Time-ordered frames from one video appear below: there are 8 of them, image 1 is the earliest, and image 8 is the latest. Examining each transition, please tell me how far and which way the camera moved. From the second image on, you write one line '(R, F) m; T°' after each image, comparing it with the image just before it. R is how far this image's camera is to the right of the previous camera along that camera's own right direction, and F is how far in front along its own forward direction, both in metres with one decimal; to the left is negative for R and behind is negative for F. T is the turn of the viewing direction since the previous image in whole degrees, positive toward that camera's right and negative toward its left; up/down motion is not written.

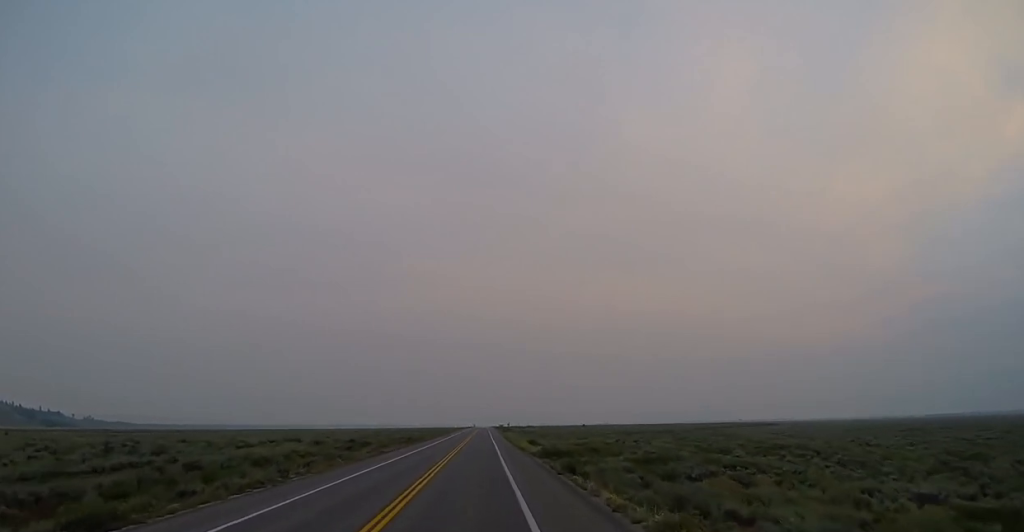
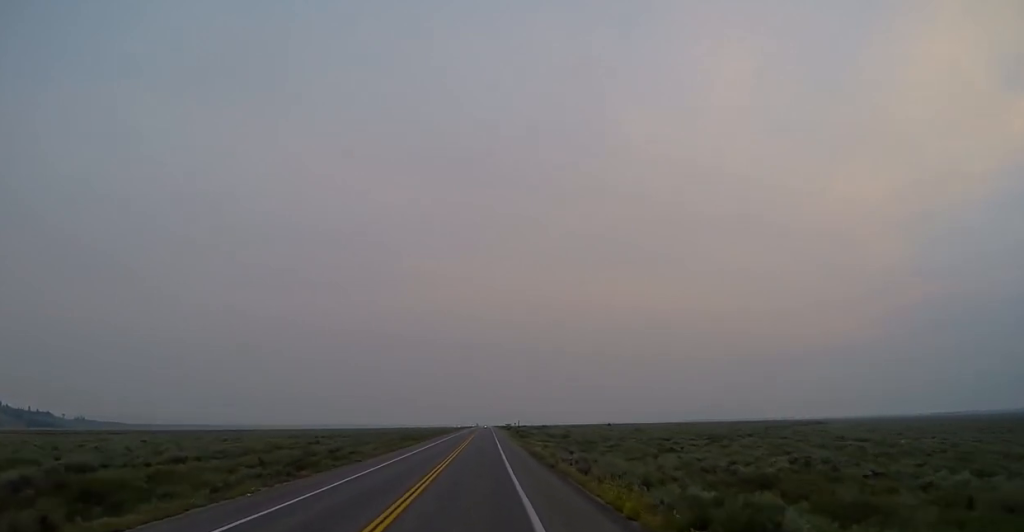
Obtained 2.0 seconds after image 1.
(+0.3, +50.9) m; +1°
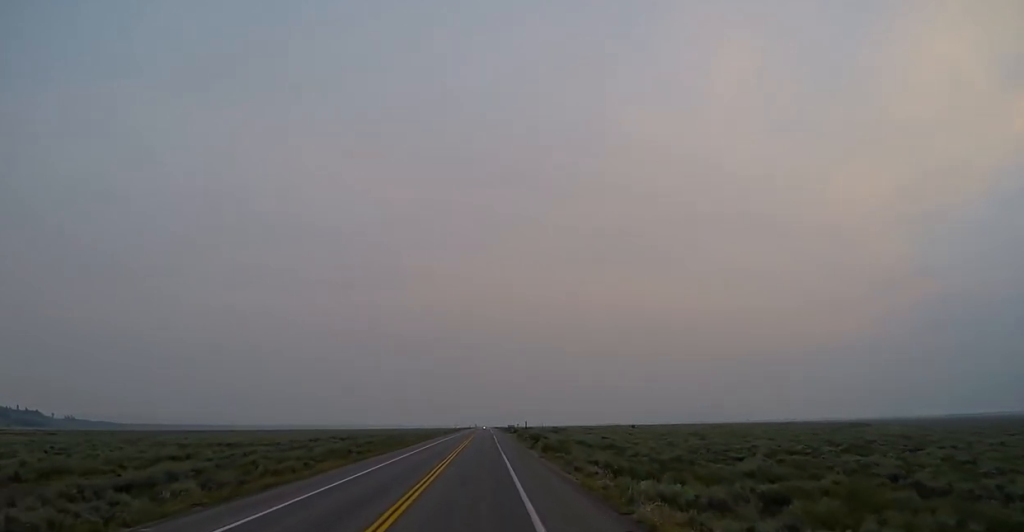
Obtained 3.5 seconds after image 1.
(+0.2, +35.8) m; 0°
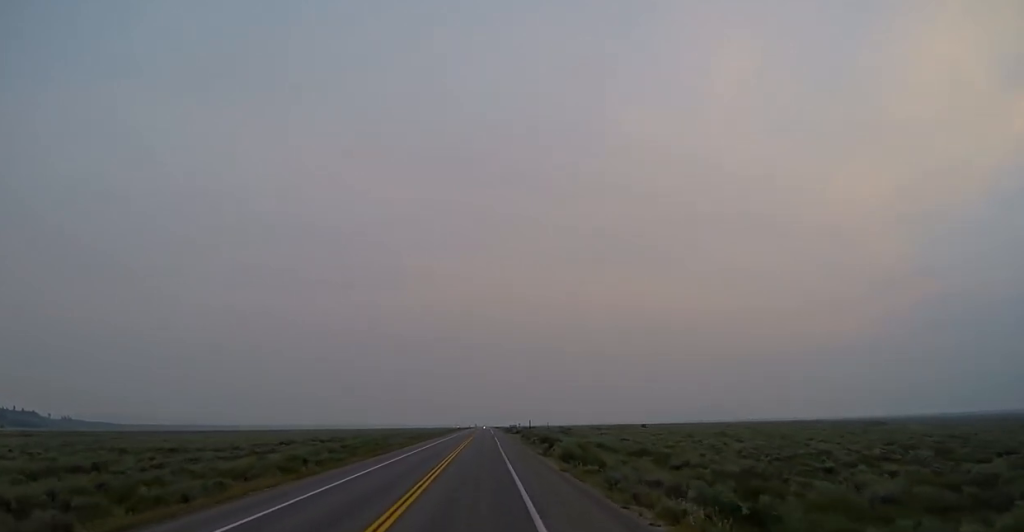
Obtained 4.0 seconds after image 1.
(-0.1, +11.8) m; 0°
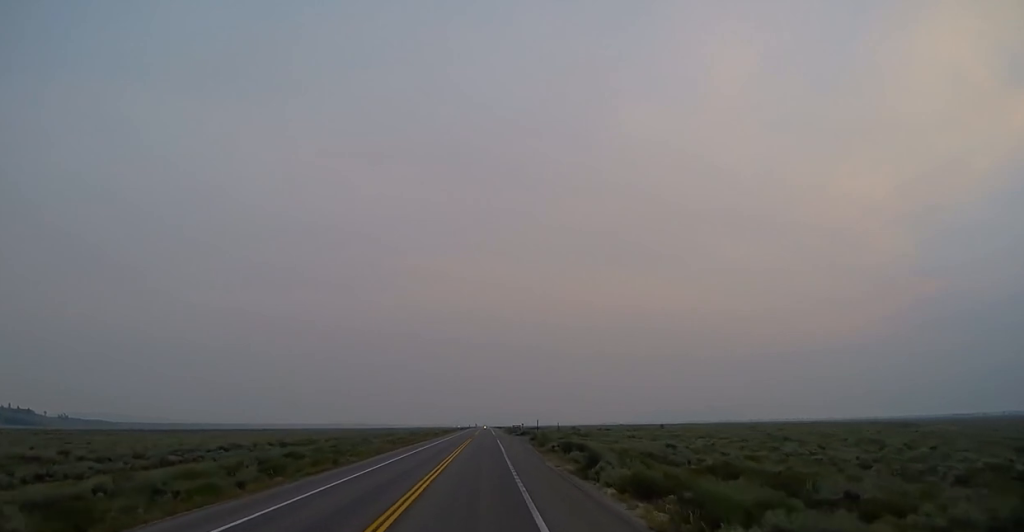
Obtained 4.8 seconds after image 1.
(0.0, +16.9) m; 0°
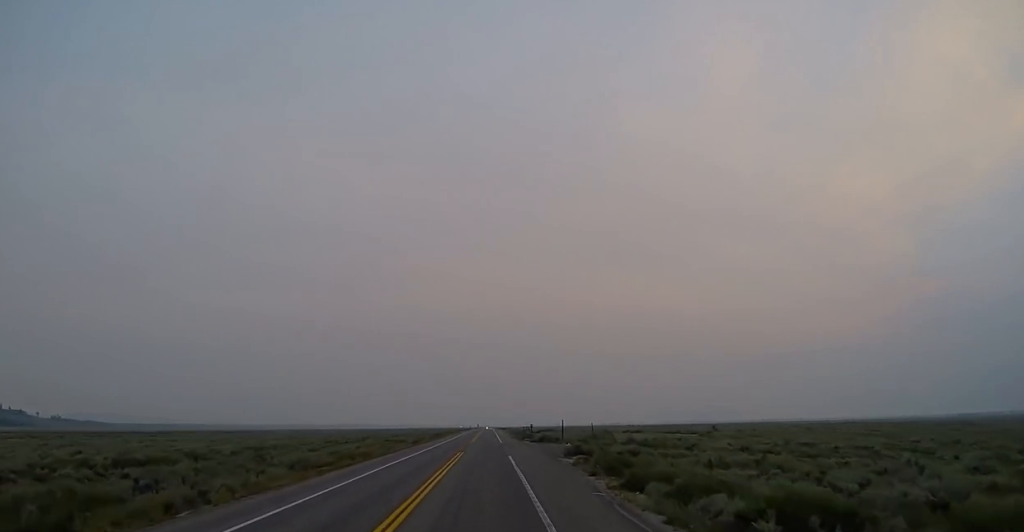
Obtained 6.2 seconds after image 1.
(0.0, +34.9) m; 0°
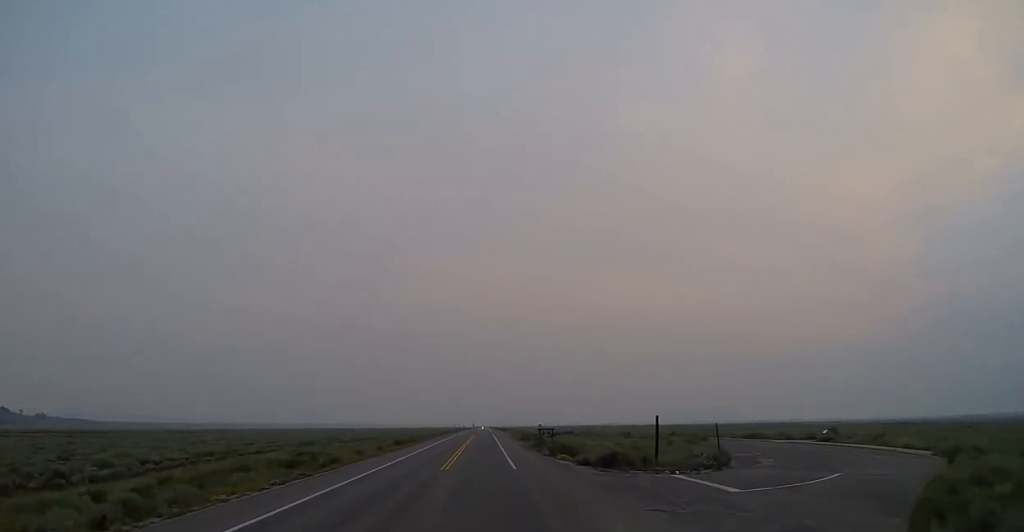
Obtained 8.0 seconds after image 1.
(0.0, +44.0) m; 0°
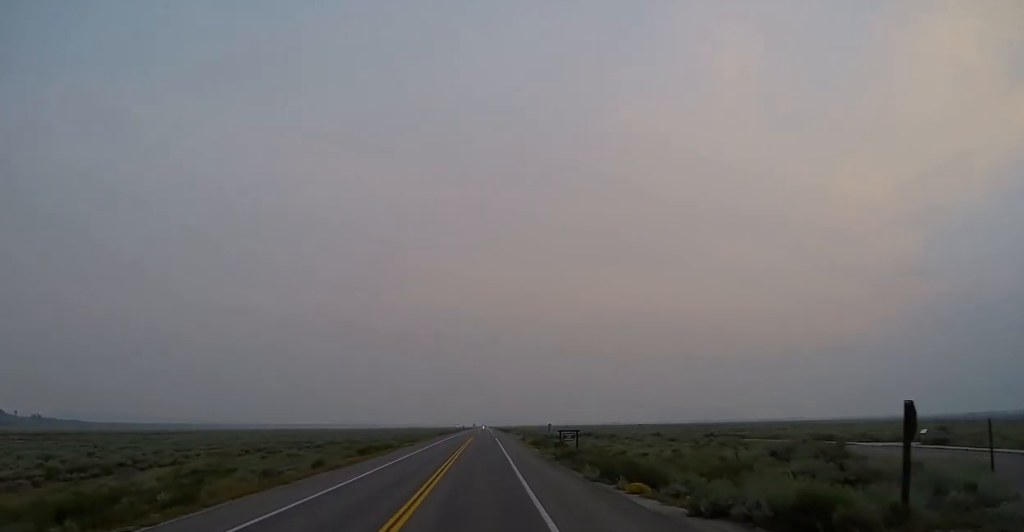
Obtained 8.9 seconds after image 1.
(0.0, +20.1) m; 0°
